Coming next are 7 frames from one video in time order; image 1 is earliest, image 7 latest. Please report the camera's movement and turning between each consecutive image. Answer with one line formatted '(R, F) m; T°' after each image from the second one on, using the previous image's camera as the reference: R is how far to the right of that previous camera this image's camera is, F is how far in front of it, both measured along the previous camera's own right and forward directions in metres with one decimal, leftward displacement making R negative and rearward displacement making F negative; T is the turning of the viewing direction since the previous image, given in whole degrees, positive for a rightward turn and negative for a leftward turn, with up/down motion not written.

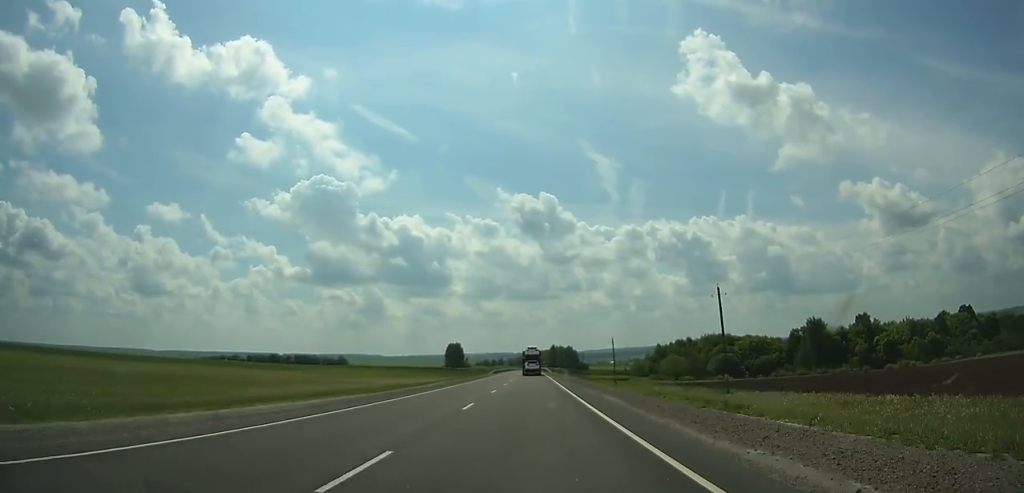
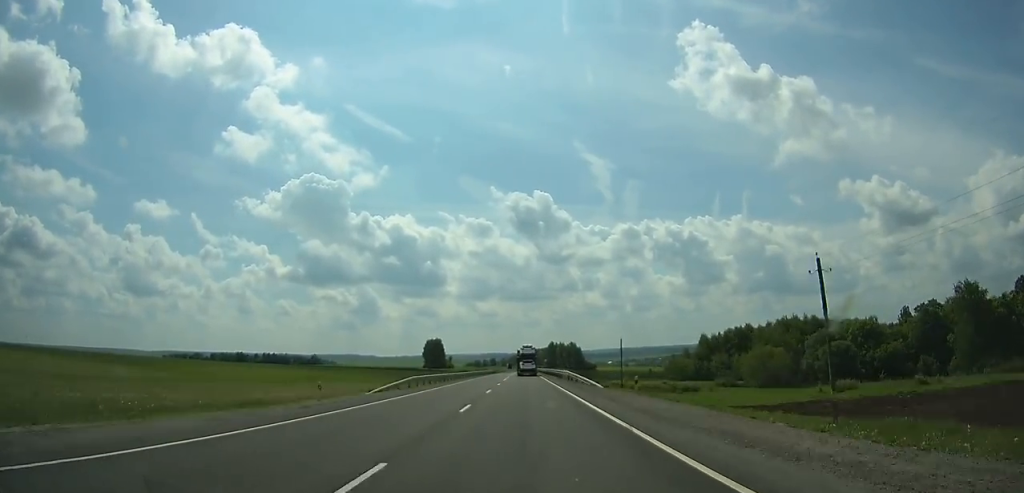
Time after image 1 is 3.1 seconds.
(+0.2, +82.9) m; 0°
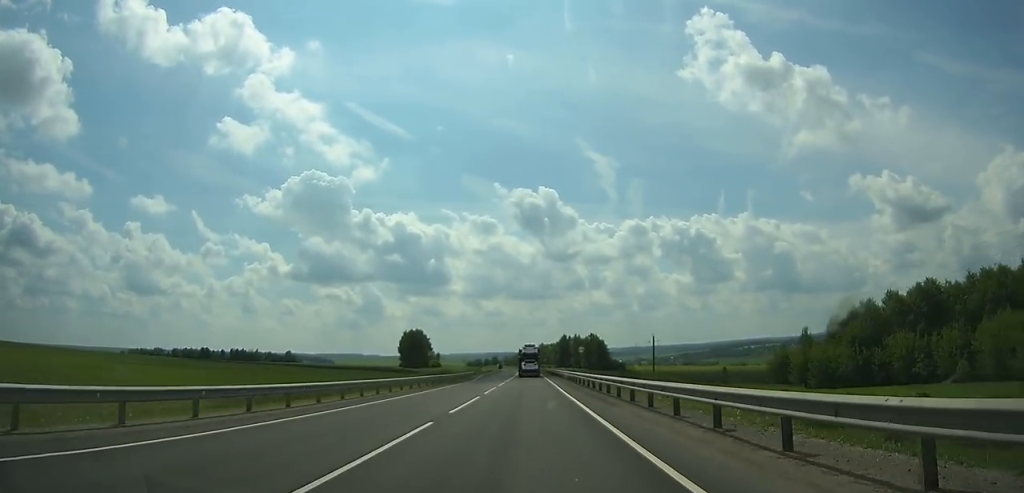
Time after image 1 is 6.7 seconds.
(-0.1, +95.4) m; 0°
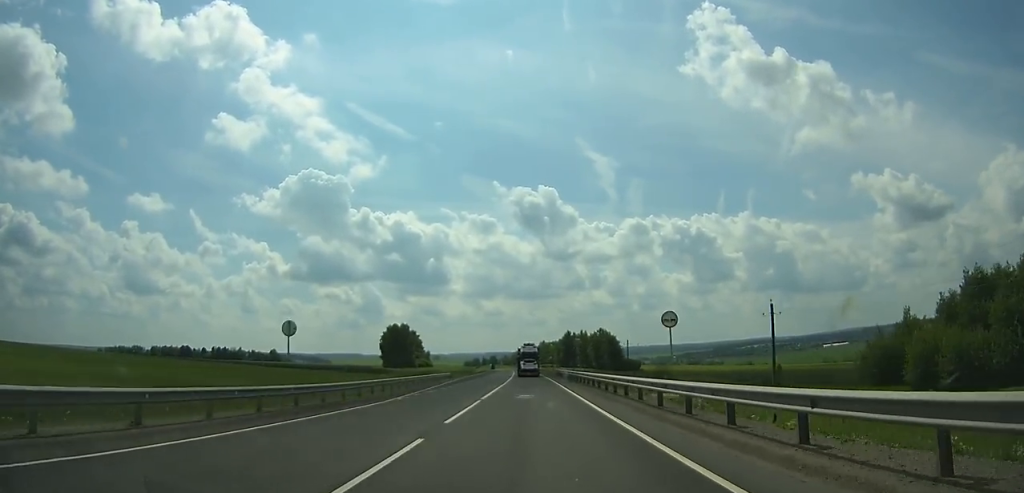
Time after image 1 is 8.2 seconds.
(-0.1, +39.4) m; 0°
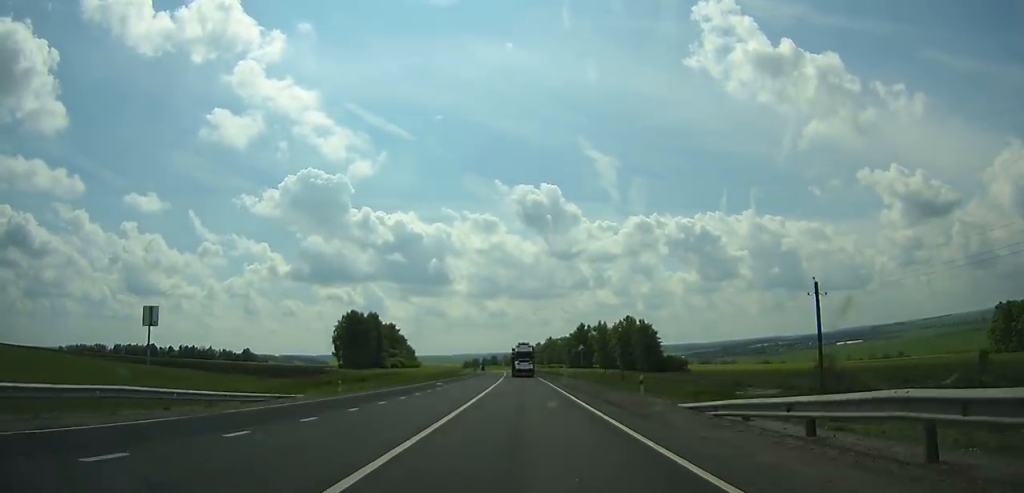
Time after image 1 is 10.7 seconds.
(-0.1, +65.0) m; -1°
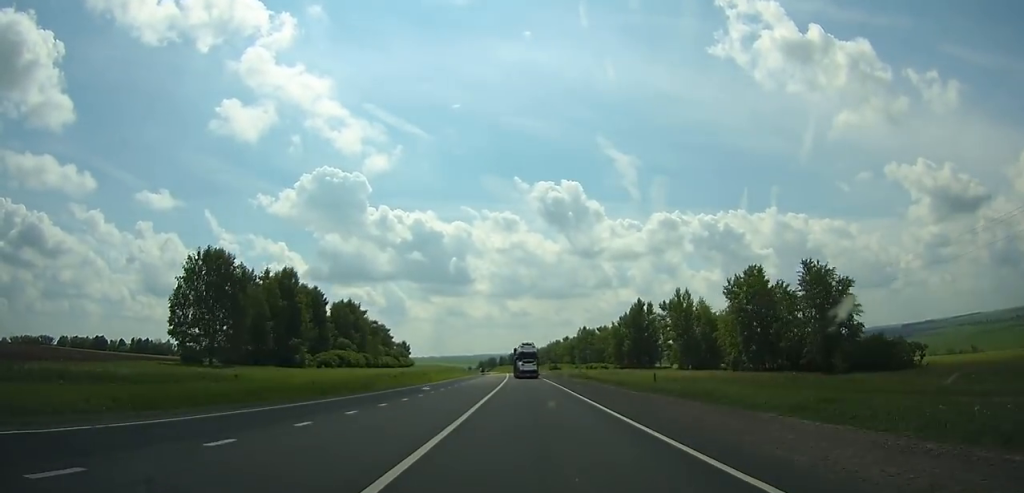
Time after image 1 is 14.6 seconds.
(-1.5, +99.9) m; -2°
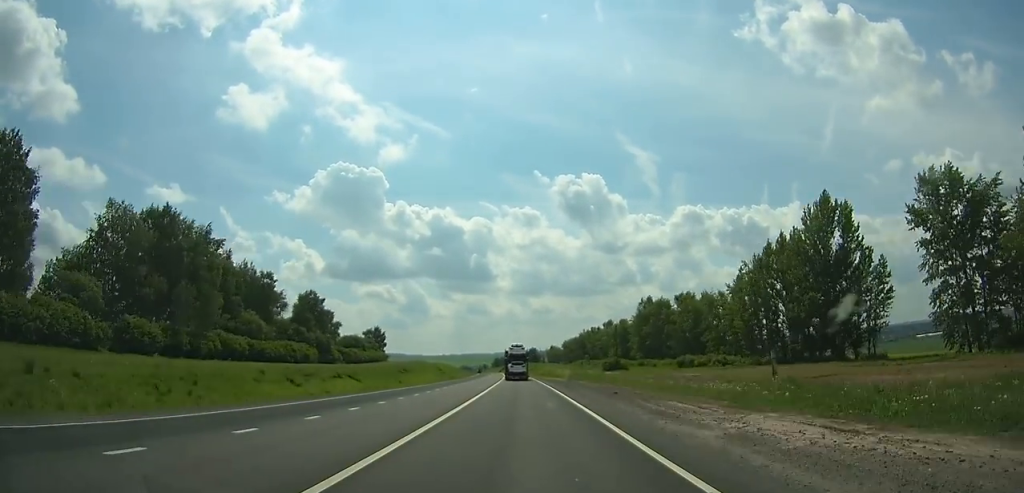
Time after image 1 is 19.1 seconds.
(-2.0, +113.5) m; -2°
